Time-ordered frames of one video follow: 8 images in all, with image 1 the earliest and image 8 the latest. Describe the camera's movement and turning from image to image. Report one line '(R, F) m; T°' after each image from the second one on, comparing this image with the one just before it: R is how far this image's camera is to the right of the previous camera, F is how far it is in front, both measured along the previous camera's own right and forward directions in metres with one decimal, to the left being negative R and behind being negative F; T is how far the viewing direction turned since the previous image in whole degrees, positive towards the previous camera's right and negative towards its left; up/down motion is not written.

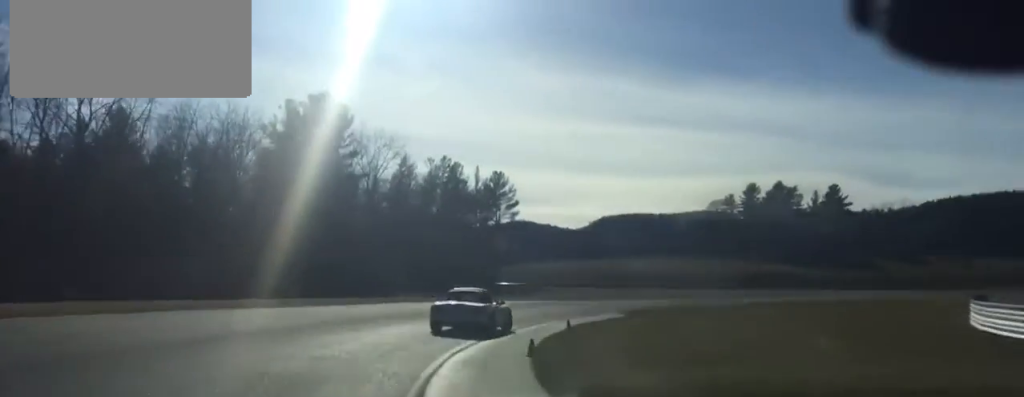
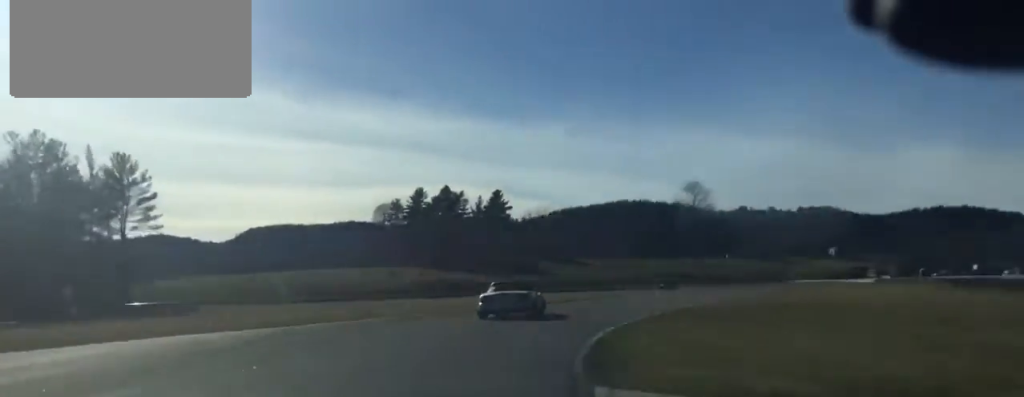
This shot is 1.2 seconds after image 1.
(+5.0, +29.0) m; +24°
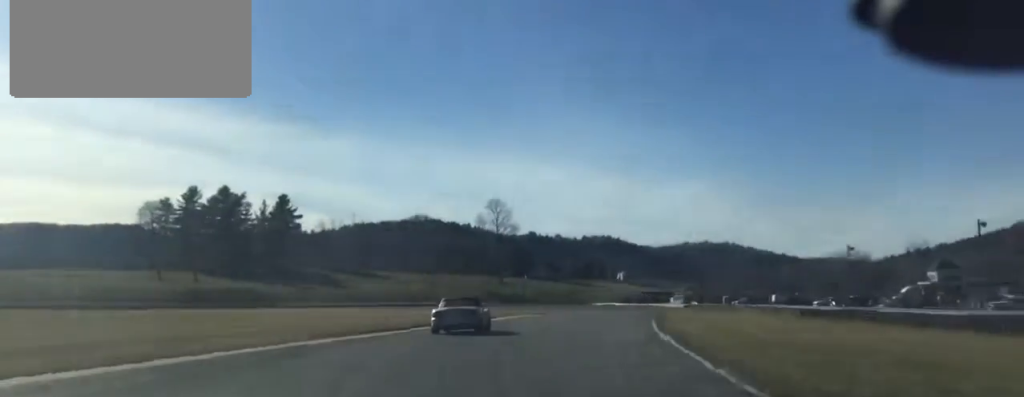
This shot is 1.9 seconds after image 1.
(+2.7, +16.9) m; +14°
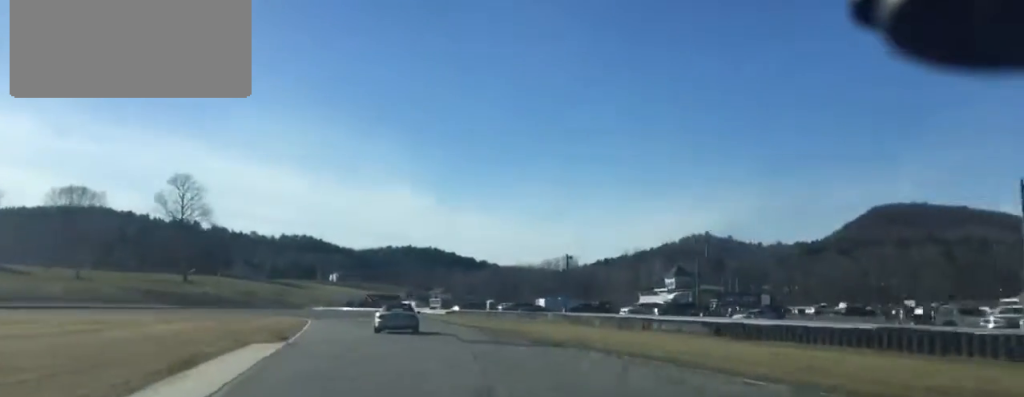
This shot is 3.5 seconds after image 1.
(+8.2, +40.5) m; +18°
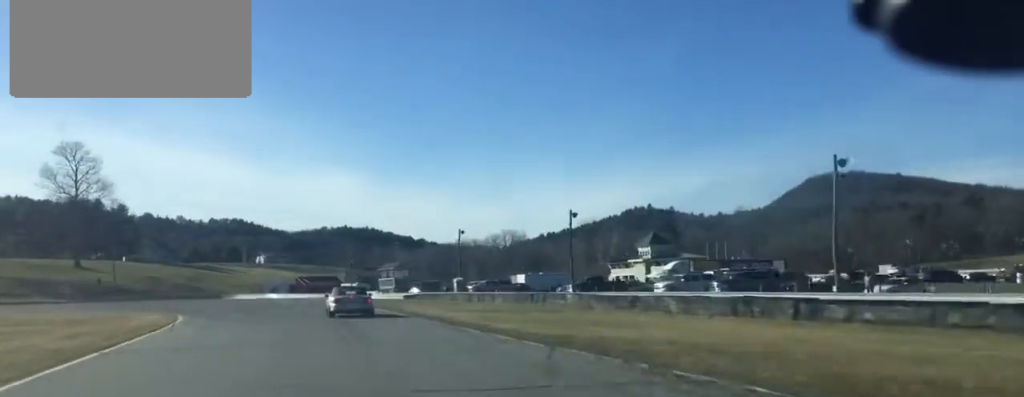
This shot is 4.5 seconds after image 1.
(+1.6, +27.4) m; +2°
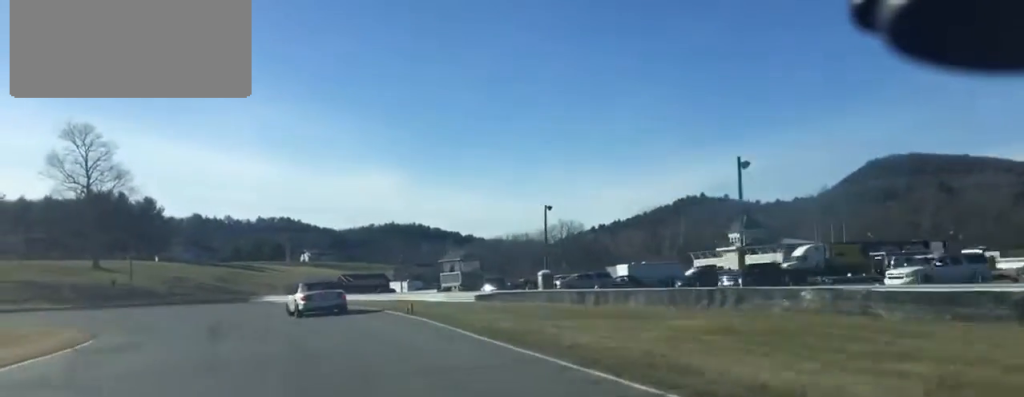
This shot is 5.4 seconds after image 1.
(-0.4, +24.2) m; -4°
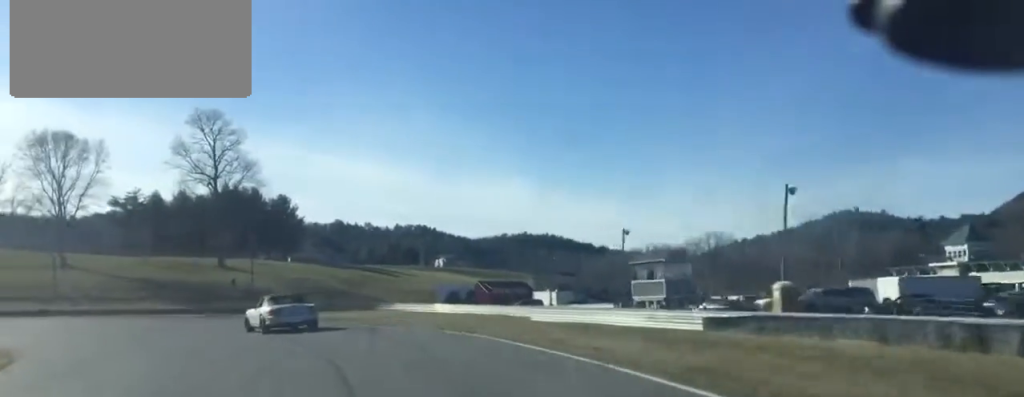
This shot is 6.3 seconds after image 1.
(-1.4, +23.0) m; -8°
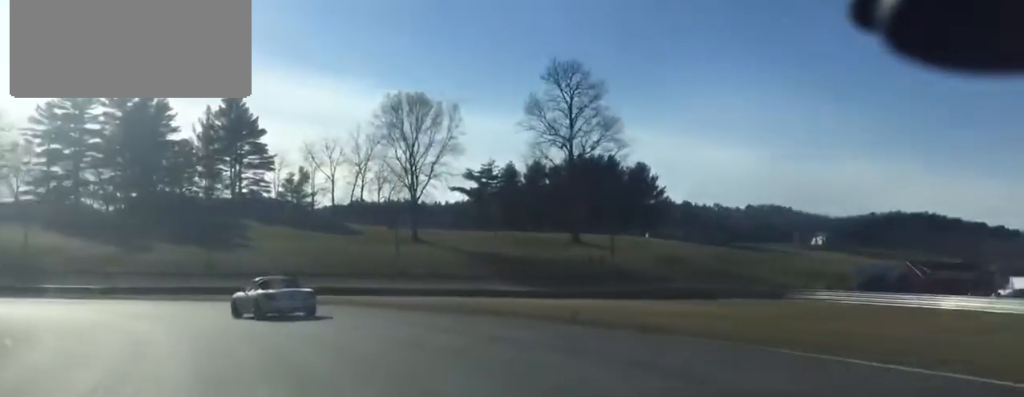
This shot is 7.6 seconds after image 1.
(-4.1, +30.6) m; -21°
